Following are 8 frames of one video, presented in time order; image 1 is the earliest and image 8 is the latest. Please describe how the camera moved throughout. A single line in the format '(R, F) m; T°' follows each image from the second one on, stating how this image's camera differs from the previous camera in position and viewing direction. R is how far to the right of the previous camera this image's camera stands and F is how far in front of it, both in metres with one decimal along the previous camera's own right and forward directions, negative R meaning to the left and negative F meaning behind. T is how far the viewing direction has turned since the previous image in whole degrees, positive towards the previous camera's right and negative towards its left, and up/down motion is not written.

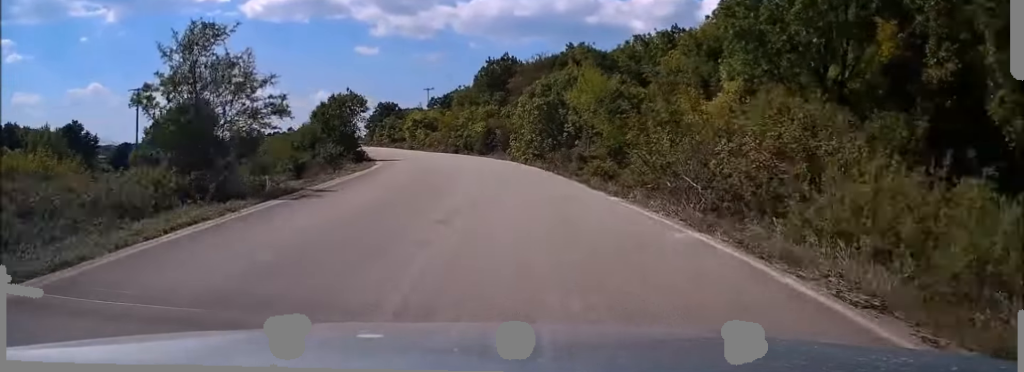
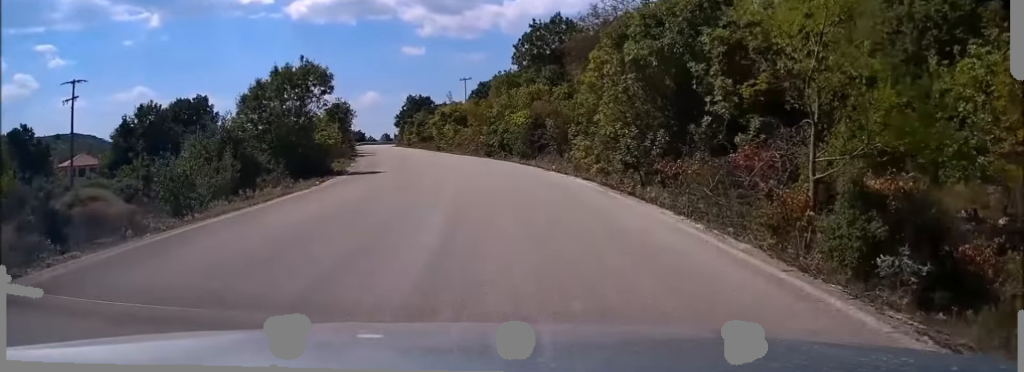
(-0.1, +20.6) m; -3°
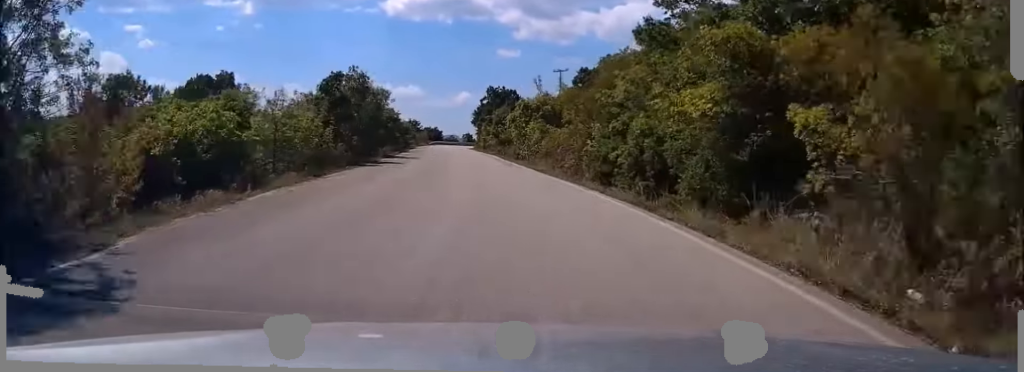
(-1.4, +24.2) m; -7°
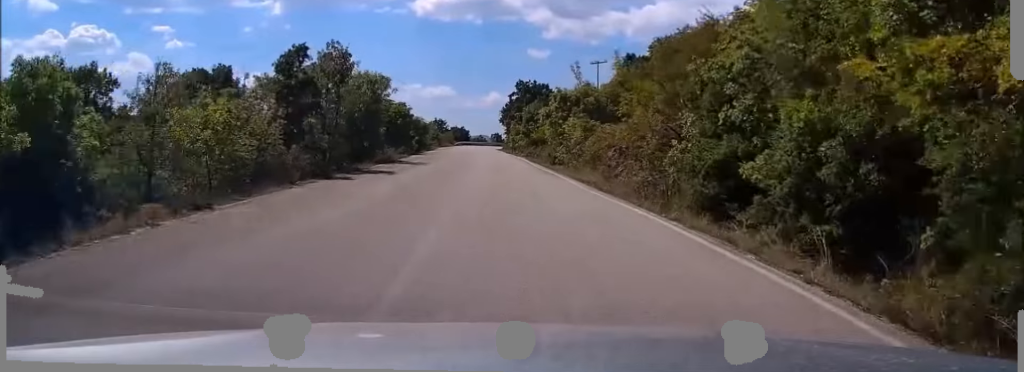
(-0.5, +10.4) m; -3°
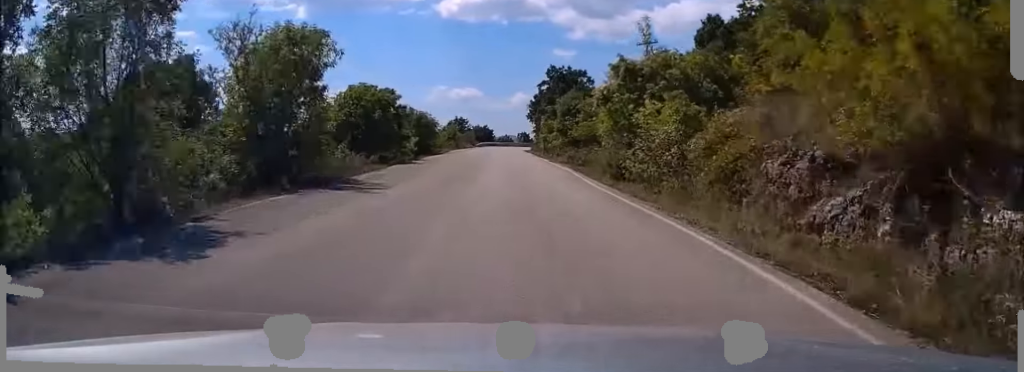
(-0.6, +16.0) m; -3°
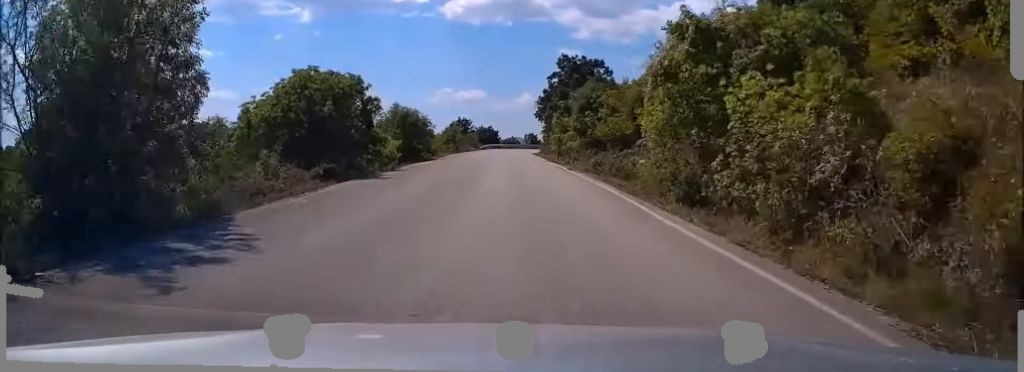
(-0.2, +9.8) m; -1°
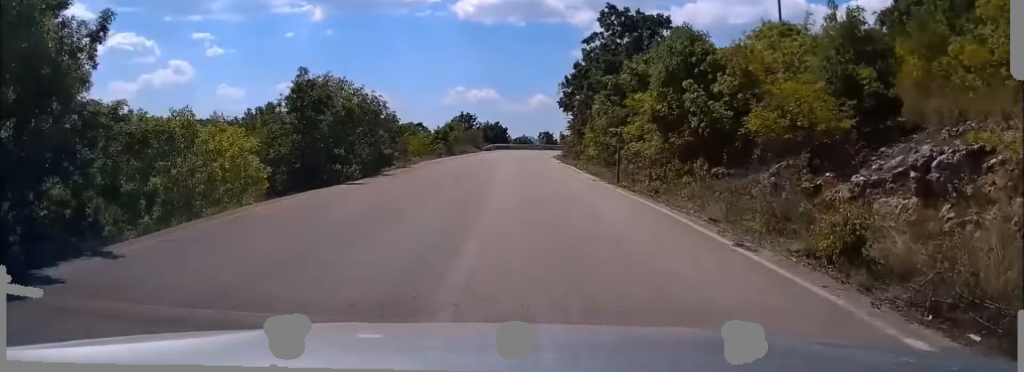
(-0.1, +22.3) m; 0°
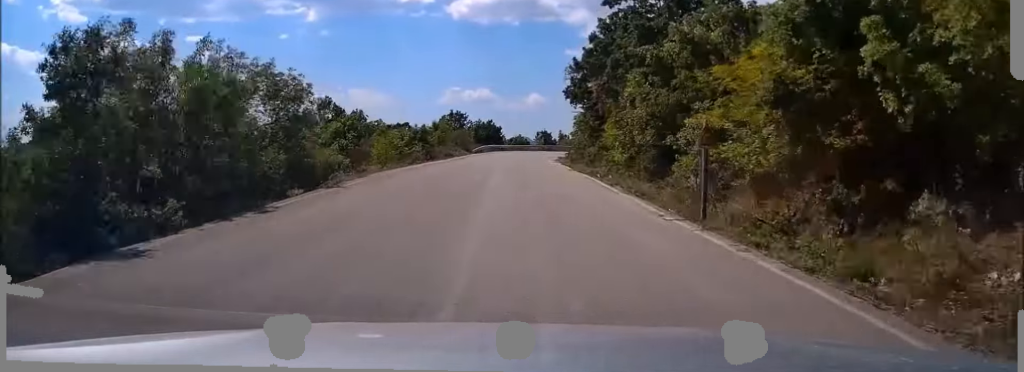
(0.0, +11.1) m; 0°
